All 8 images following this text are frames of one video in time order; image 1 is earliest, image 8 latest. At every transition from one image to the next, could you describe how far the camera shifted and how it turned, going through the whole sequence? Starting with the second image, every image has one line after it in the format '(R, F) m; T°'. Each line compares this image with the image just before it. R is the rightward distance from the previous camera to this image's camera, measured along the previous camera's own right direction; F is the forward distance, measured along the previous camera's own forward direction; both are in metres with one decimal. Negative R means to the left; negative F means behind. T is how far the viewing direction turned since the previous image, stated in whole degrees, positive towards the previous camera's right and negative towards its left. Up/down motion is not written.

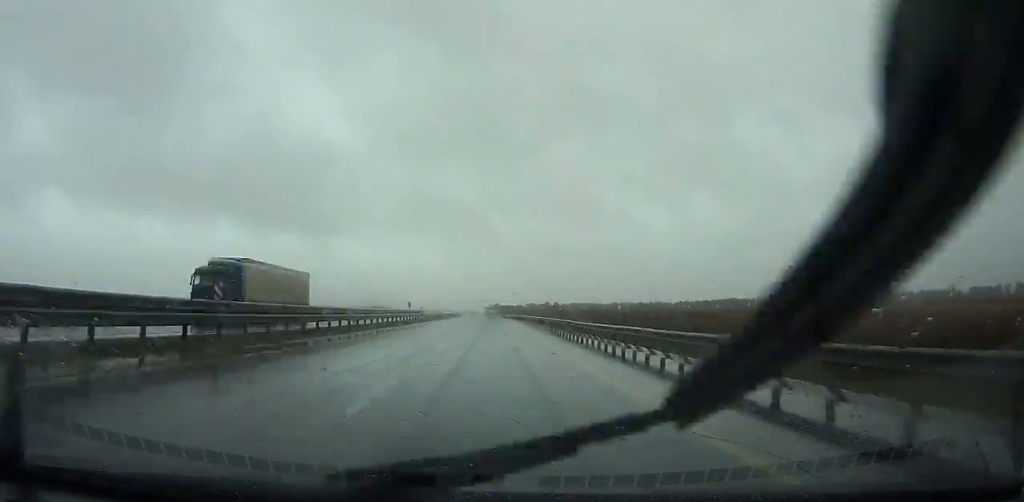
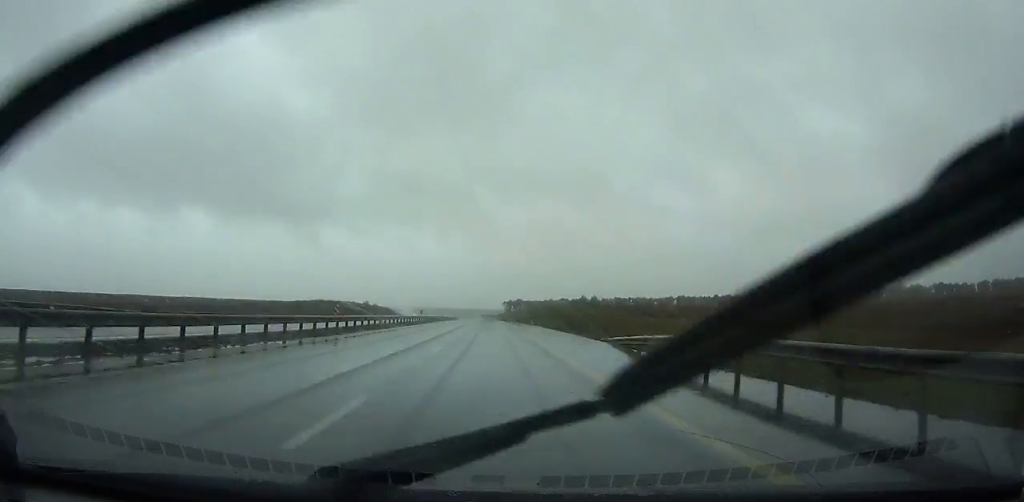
(-2.4, +147.7) m; -2°
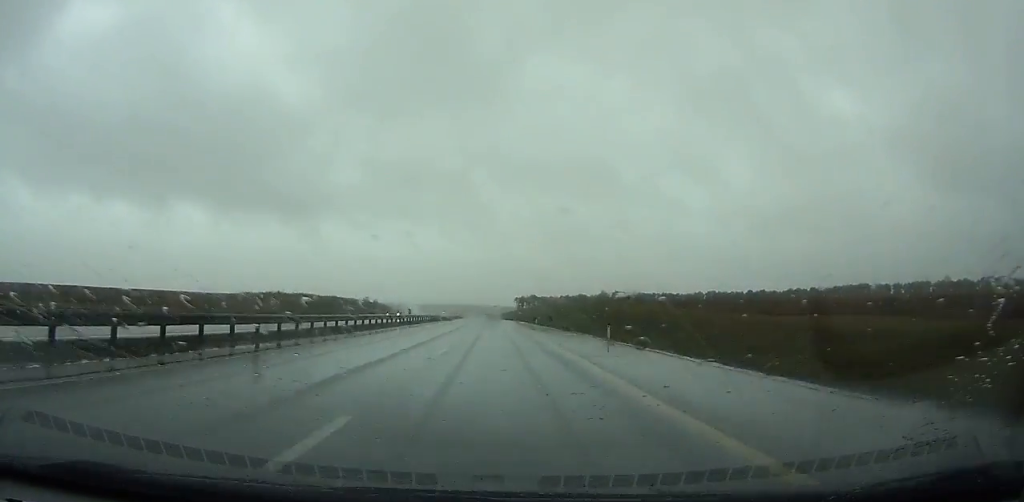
(-0.6, +49.5) m; -1°
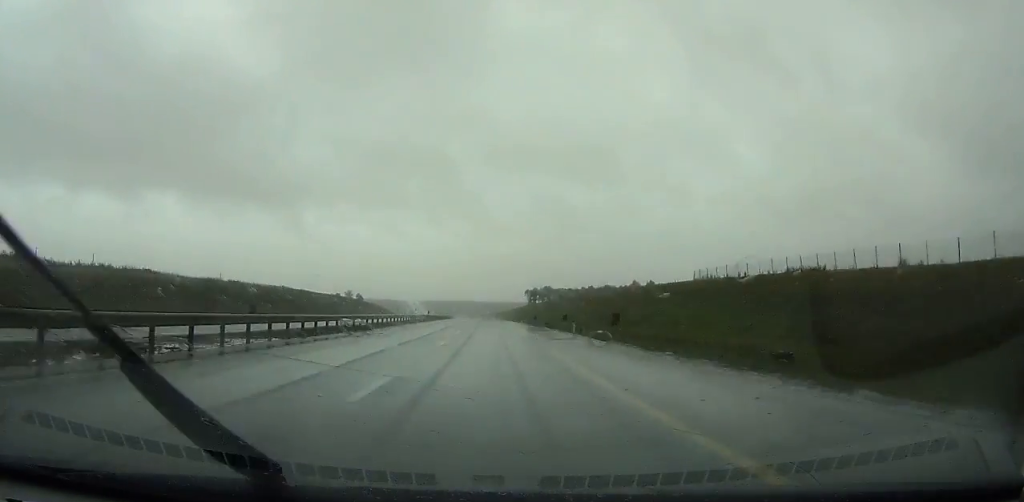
(-0.9, +92.0) m; -1°
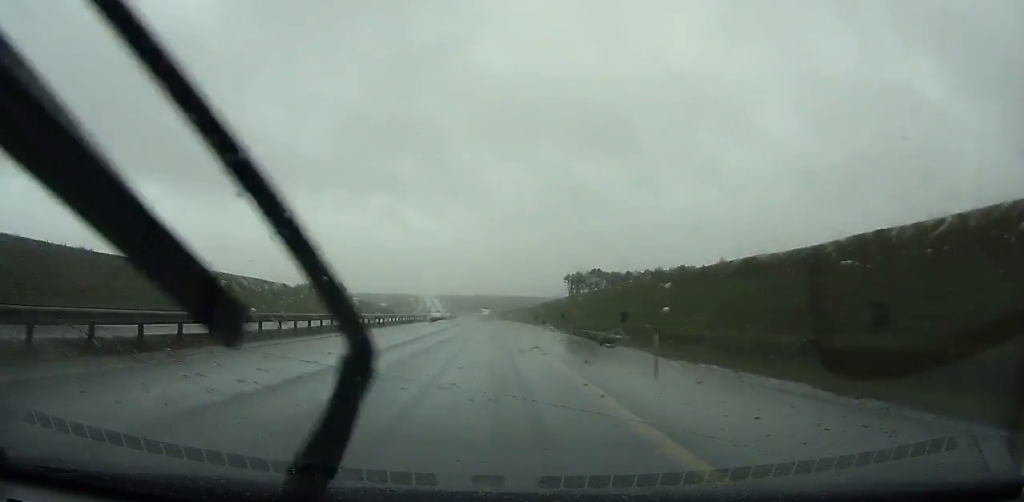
(-1.3, +119.5) m; -2°
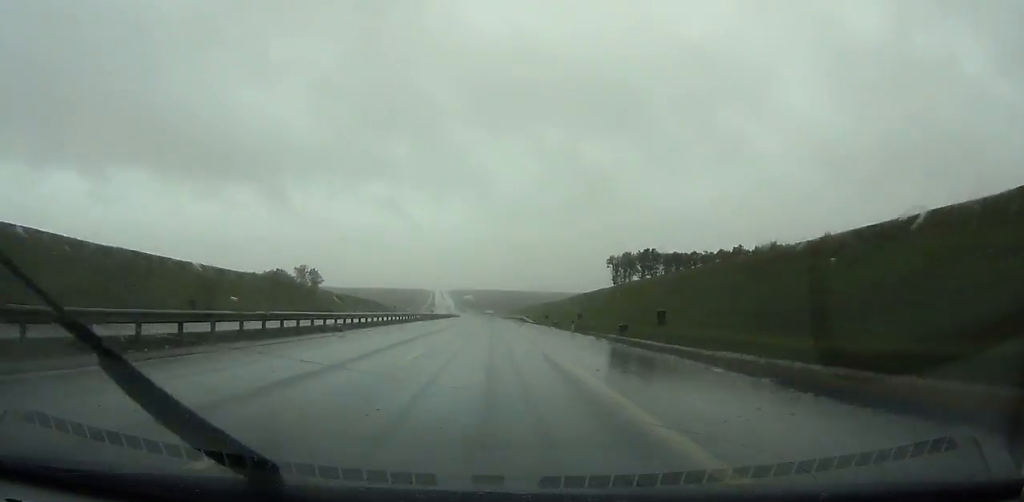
(-0.6, +78.1) m; -1°
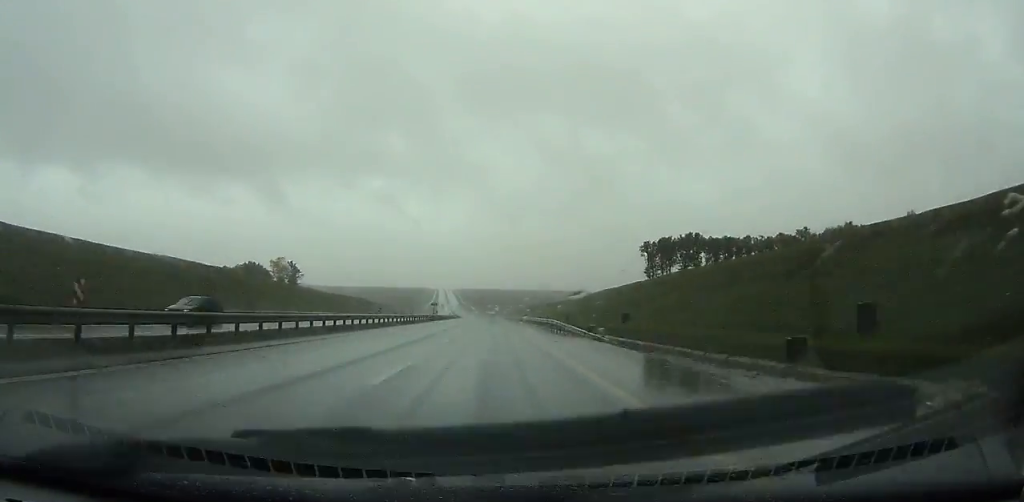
(-0.3, +40.7) m; -1°
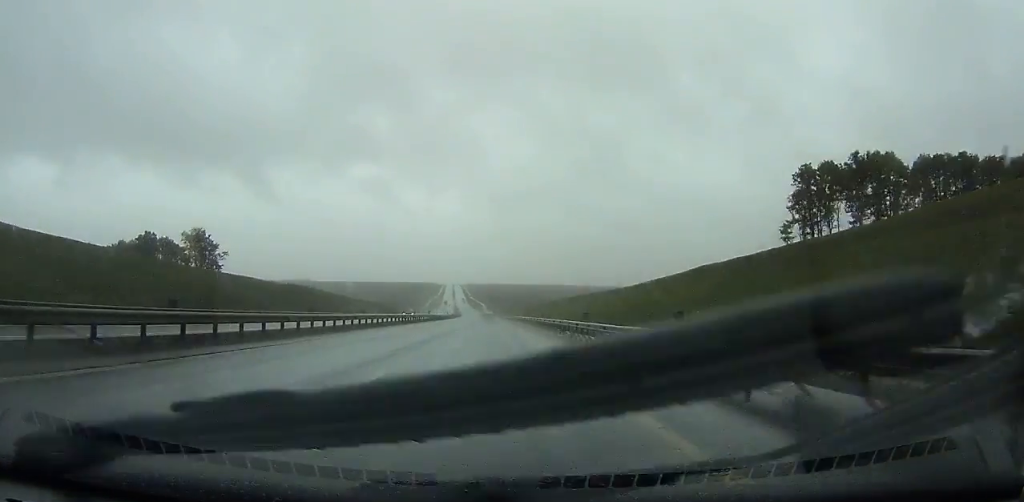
(-0.9, +84.3) m; -1°
